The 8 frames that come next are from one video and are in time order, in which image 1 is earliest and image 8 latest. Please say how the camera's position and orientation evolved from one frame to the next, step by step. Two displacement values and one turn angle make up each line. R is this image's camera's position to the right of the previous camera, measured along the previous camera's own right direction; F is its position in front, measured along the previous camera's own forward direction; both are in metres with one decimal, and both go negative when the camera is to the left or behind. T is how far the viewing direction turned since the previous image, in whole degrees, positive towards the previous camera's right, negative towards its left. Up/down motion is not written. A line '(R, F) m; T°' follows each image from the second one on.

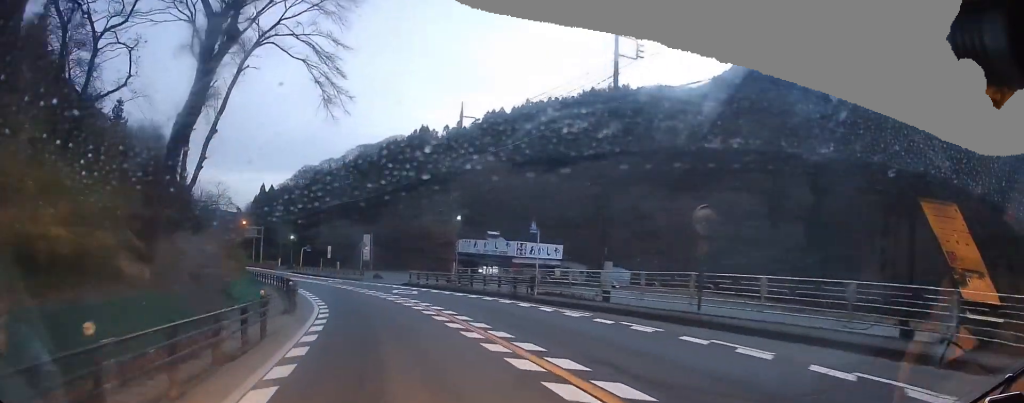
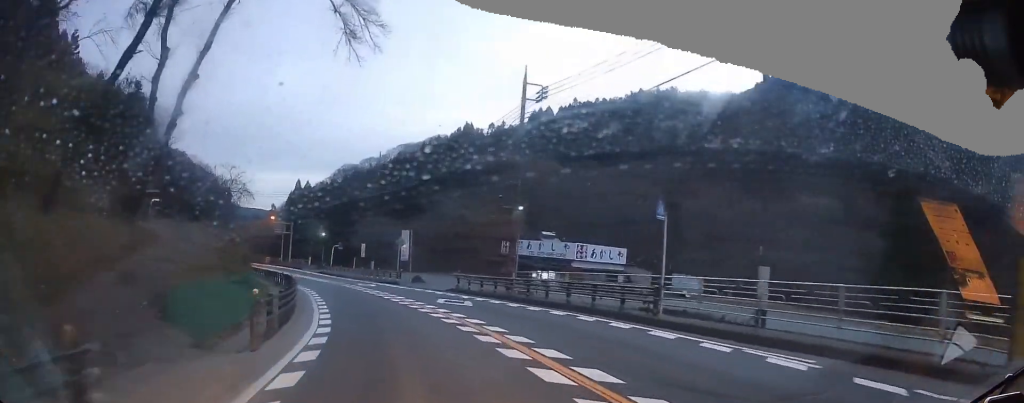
(+0.1, +7.7) m; +1°
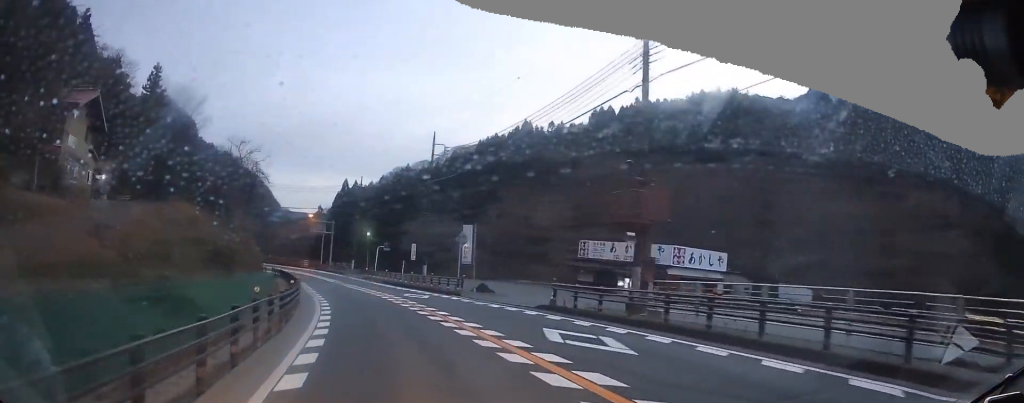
(+0.1, +10.3) m; +1°
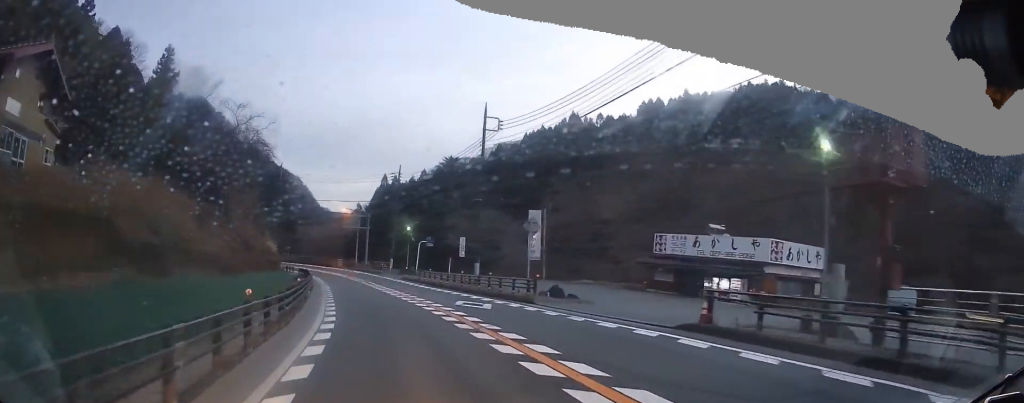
(0.0, +8.0) m; -5°
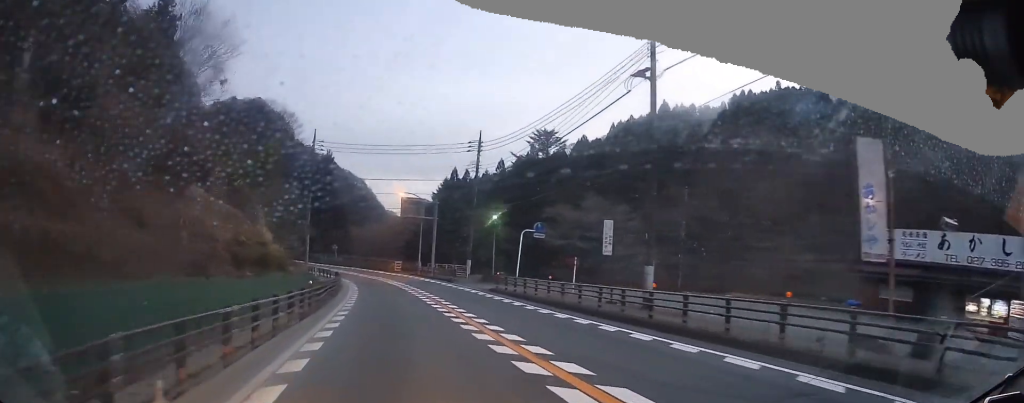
(-2.1, +17.8) m; -14°
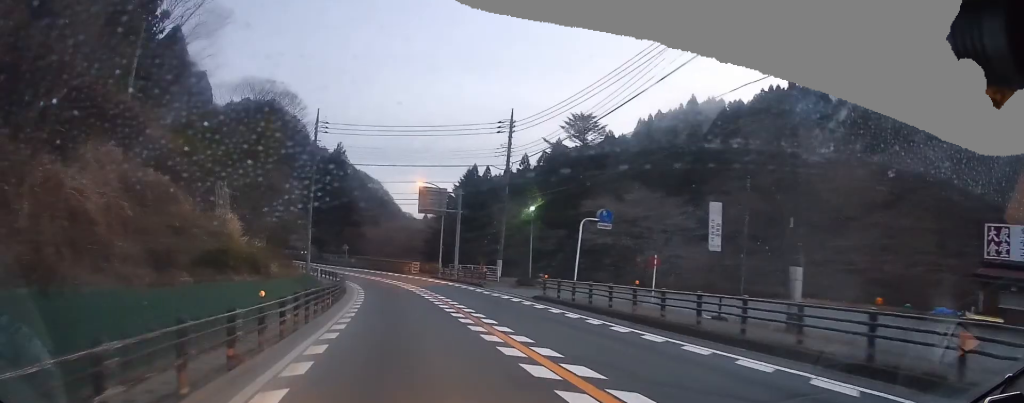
(-0.3, +6.9) m; -1°
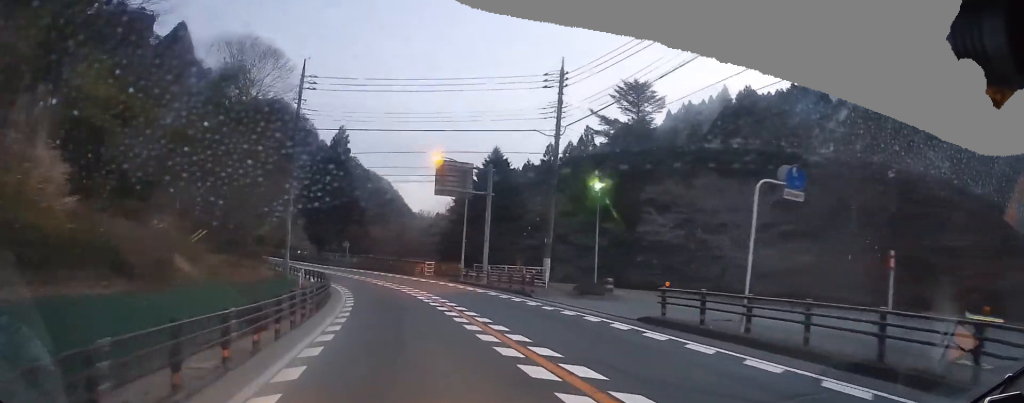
(-0.2, +9.9) m; -1°
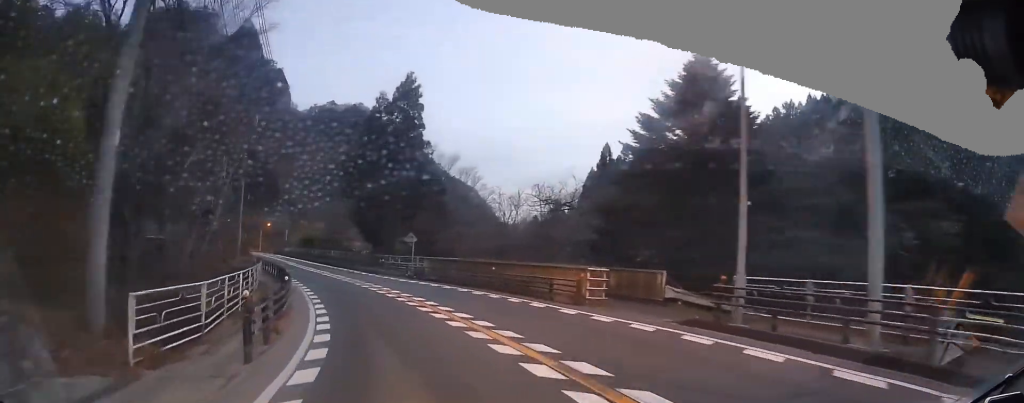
(+0.6, +23.7) m; +5°
